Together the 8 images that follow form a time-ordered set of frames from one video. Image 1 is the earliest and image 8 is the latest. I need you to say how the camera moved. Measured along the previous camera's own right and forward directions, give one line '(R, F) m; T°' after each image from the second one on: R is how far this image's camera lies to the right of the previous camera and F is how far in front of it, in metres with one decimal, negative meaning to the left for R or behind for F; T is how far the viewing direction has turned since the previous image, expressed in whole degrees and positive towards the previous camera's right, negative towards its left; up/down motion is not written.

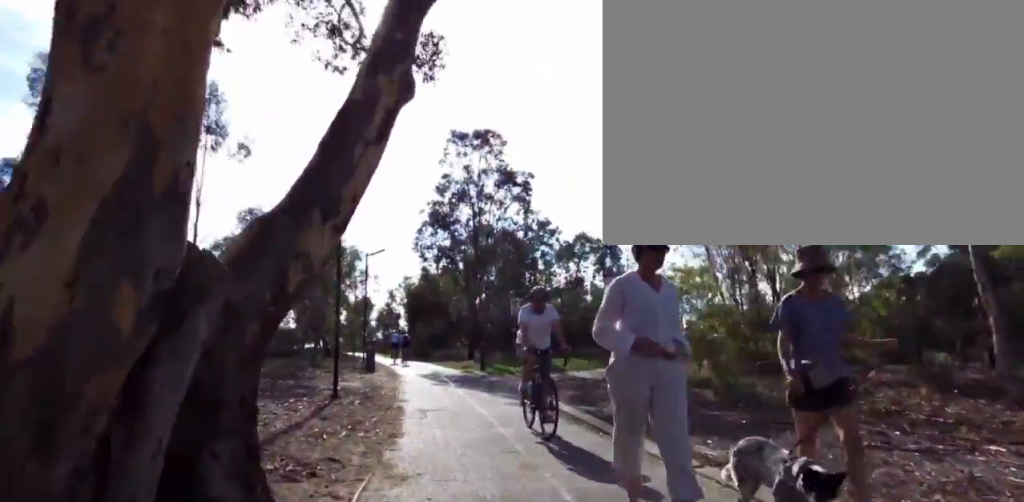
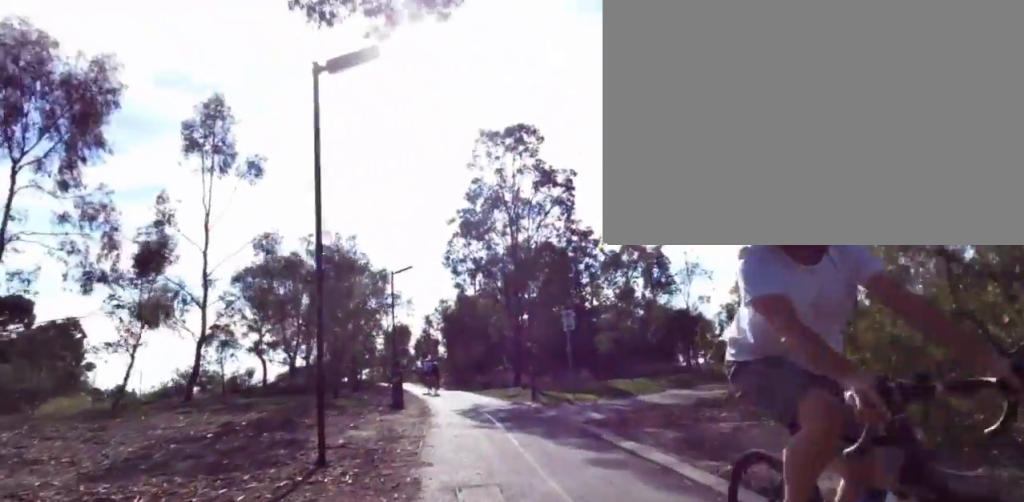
(0.0, +3.3) m; -2°
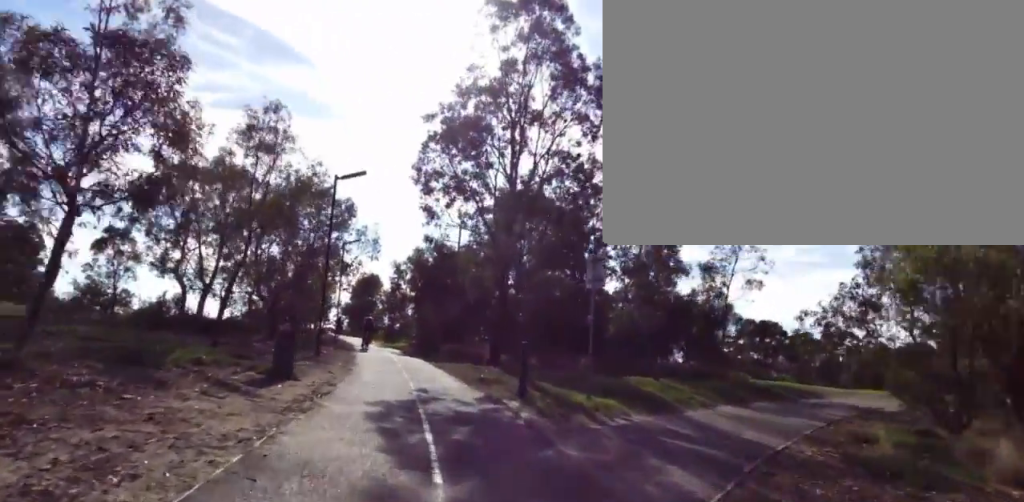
(-0.4, +6.3) m; -6°
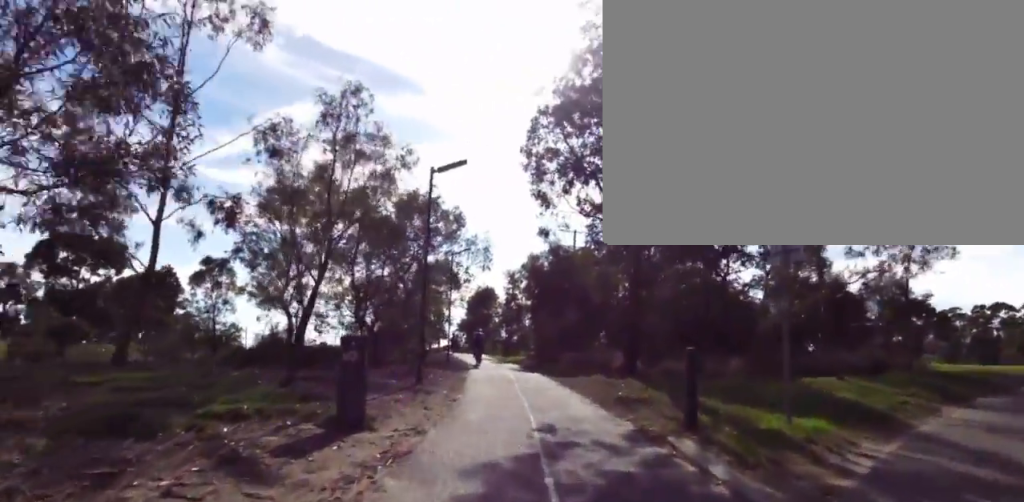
(0.0, +2.8) m; 0°
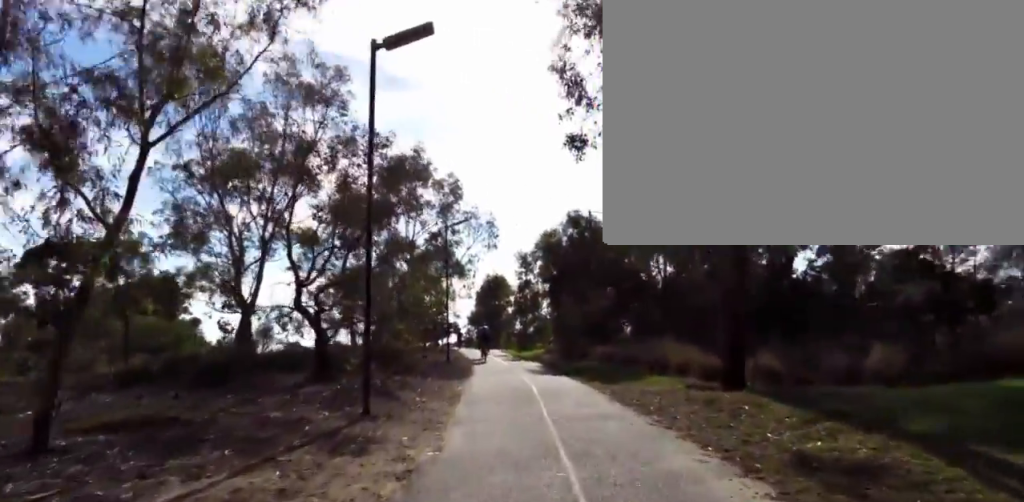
(0.0, +5.9) m; 0°
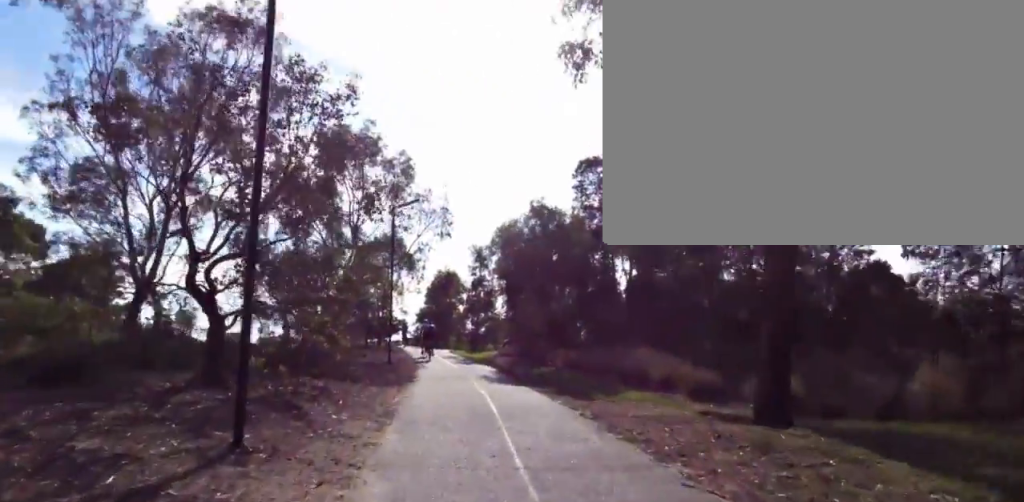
(0.0, +2.6) m; 0°
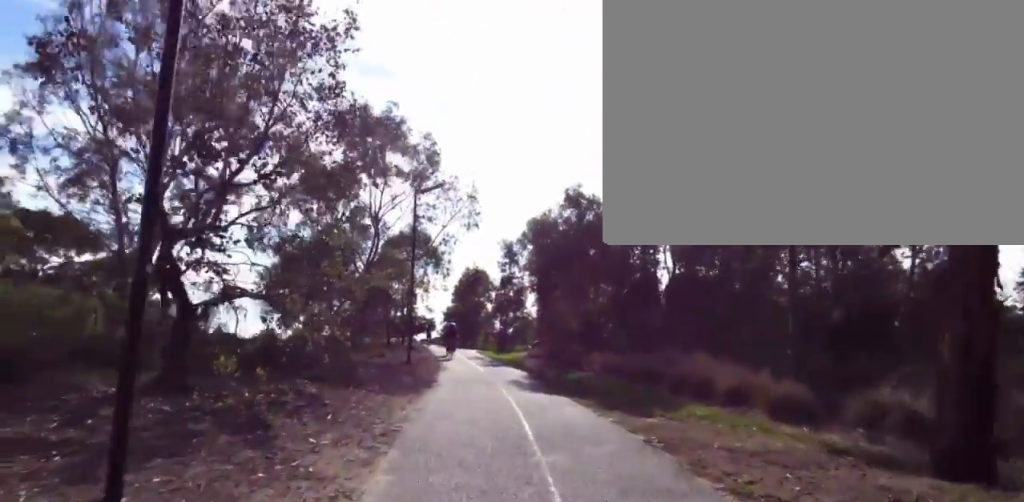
(0.0, +2.0) m; 0°
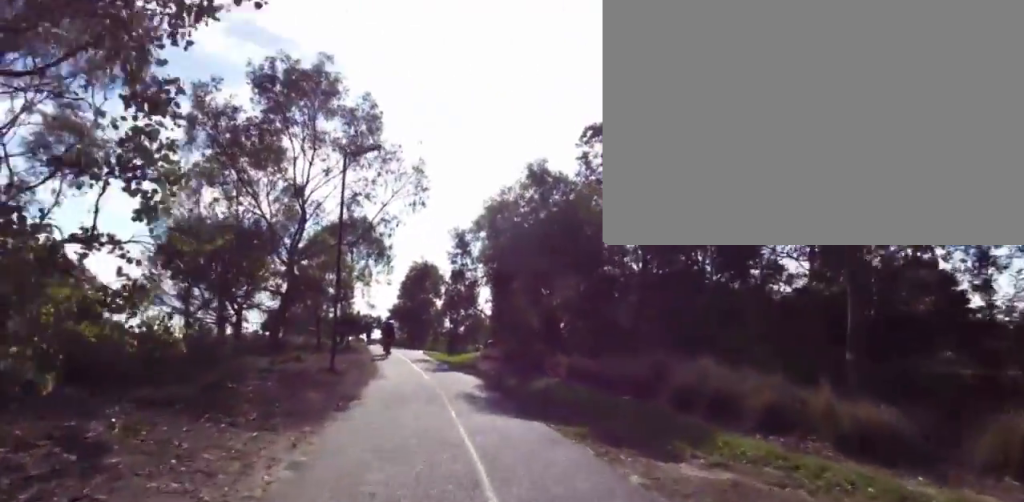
(0.0, +3.5) m; -2°
